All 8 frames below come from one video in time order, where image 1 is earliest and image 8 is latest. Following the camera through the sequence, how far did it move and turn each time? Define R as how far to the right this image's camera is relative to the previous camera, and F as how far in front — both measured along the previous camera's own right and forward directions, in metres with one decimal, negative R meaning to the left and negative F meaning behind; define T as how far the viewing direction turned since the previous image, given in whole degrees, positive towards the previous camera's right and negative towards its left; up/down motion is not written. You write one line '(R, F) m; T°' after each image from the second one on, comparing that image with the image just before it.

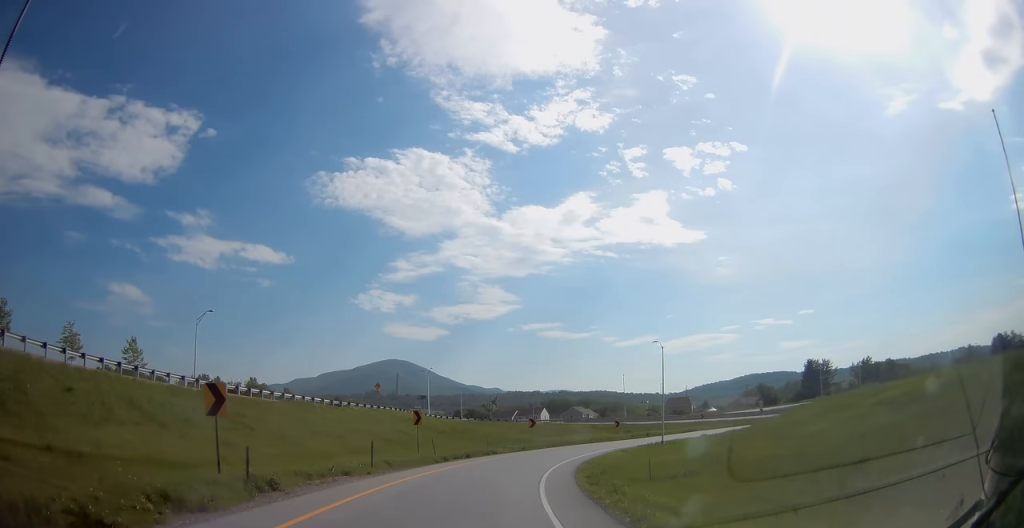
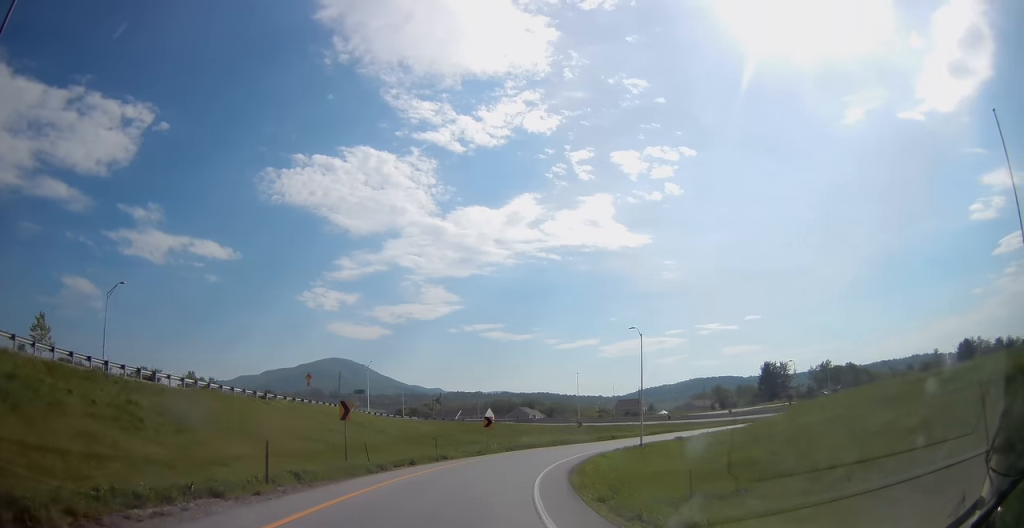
(+0.4, +9.2) m; +6°
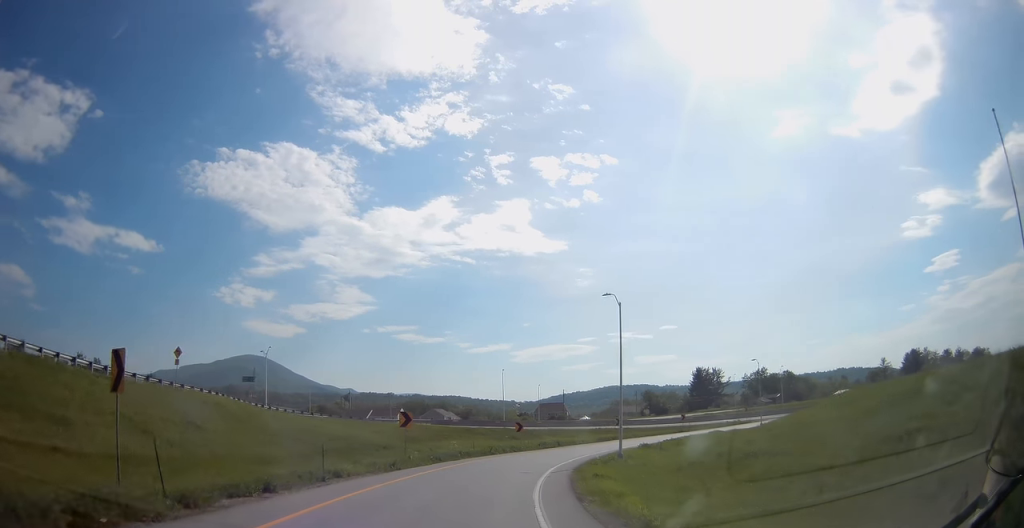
(+1.2, +14.6) m; +10°
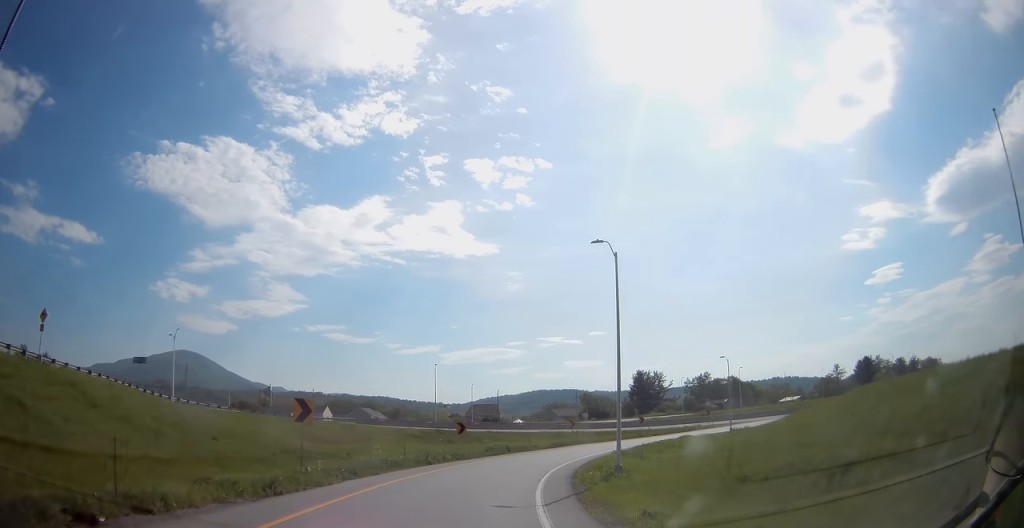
(+0.6, +11.2) m; +7°
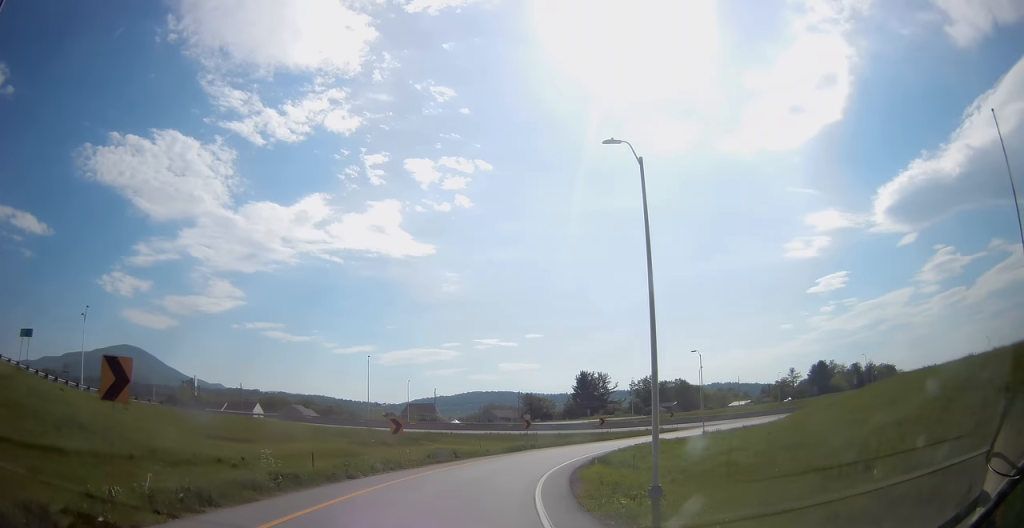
(+0.6, +9.8) m; +5°
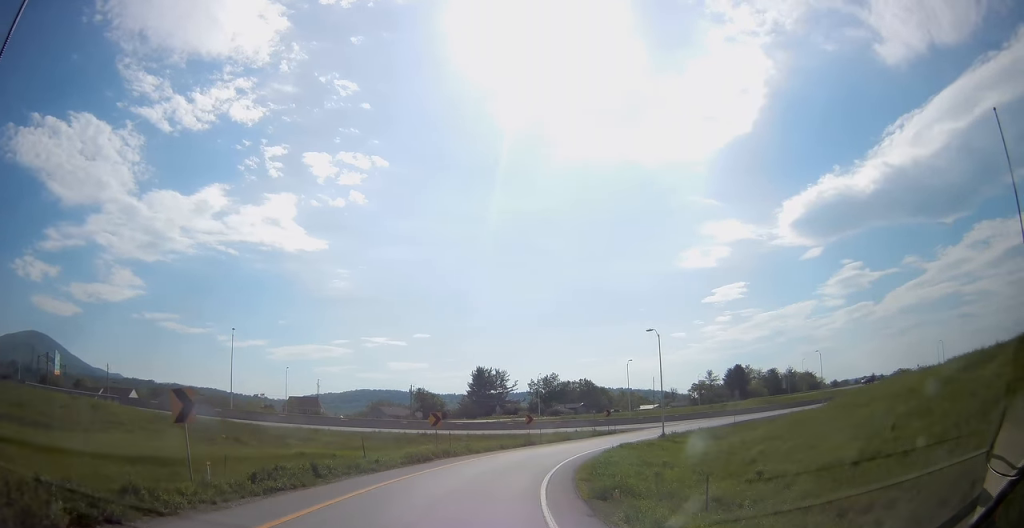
(+1.5, +17.9) m; +12°
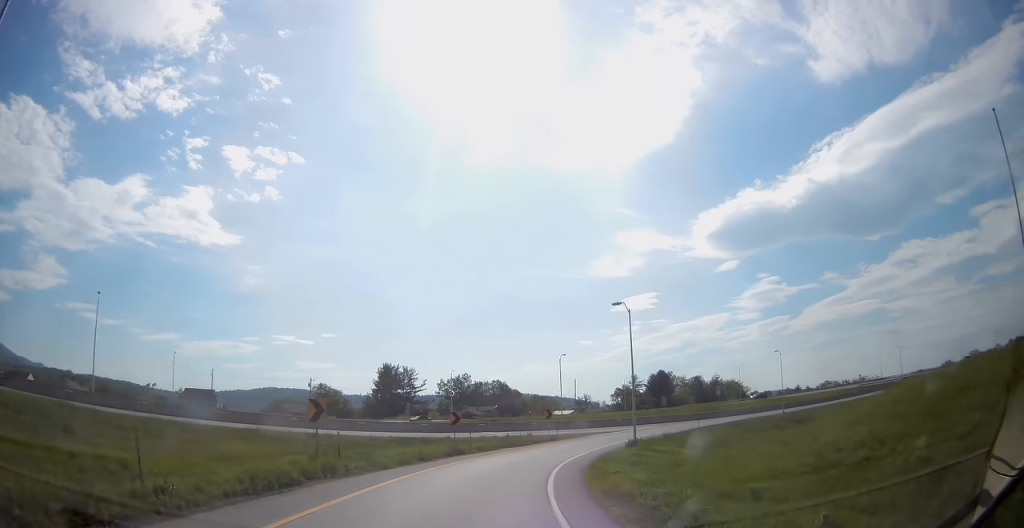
(+1.5, +14.8) m; +10°
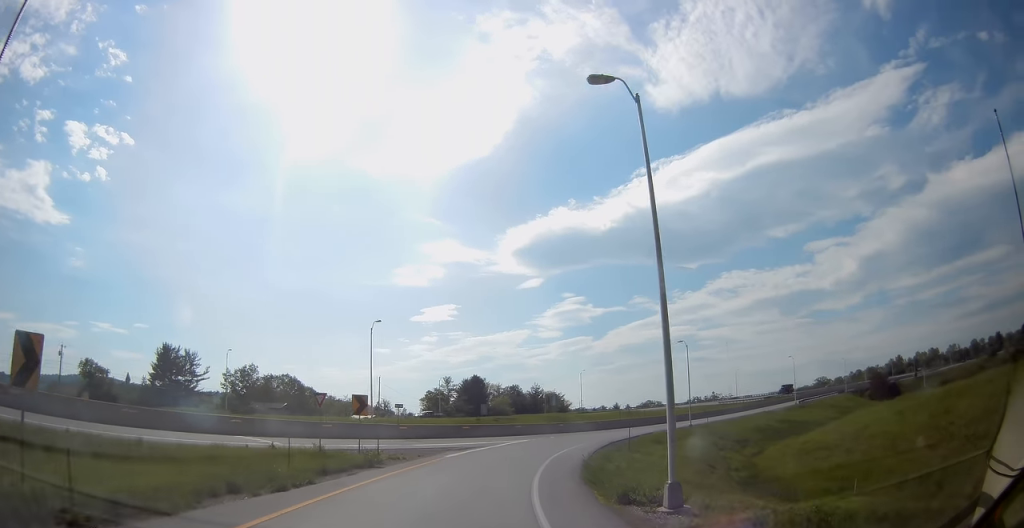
(+4.4, +31.4) m; +18°
